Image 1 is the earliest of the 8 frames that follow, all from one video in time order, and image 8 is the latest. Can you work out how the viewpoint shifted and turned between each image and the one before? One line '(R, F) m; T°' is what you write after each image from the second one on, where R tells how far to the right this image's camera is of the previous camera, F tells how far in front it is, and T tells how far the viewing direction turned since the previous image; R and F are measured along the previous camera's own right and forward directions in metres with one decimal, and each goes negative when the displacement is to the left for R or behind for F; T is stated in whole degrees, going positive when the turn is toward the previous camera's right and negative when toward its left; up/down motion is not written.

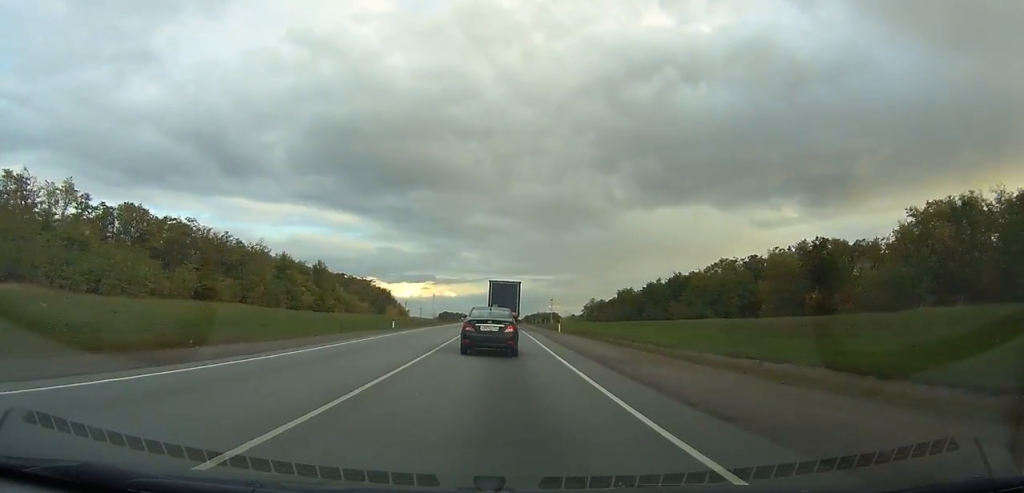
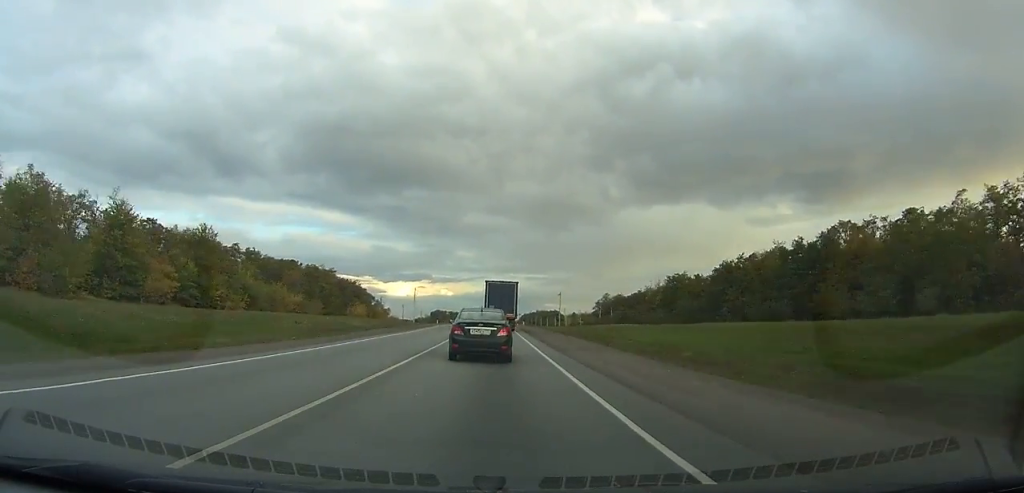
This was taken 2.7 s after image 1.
(-0.1, +48.5) m; 0°
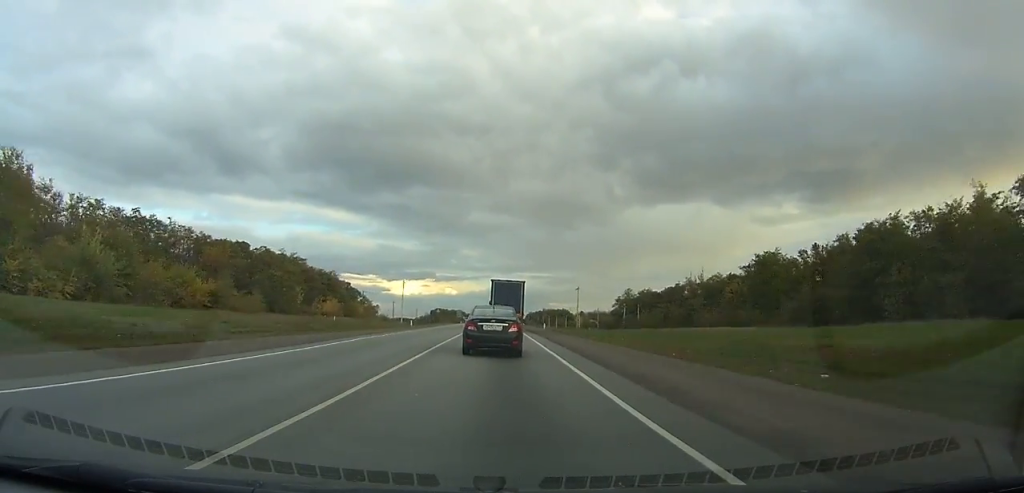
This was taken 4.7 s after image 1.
(0.0, +37.5) m; 0°
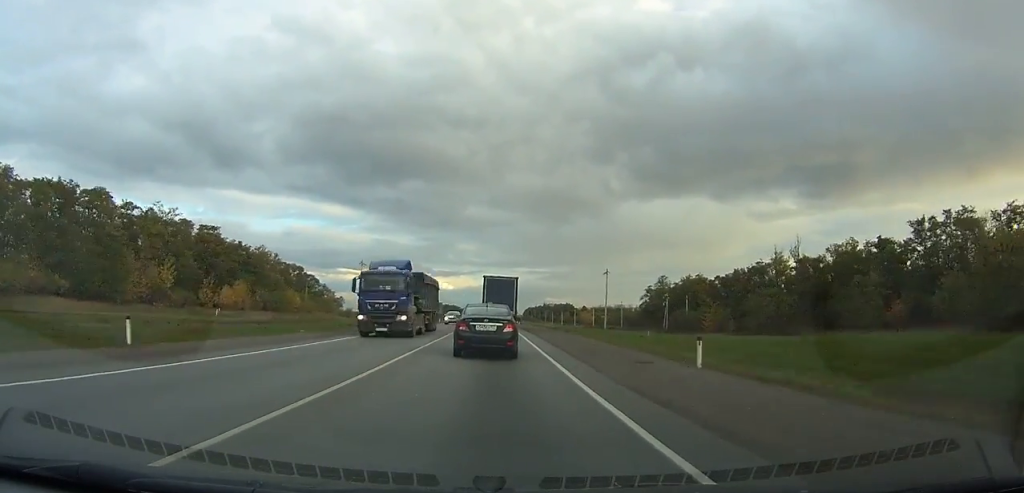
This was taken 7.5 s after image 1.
(-0.2, +53.0) m; 0°
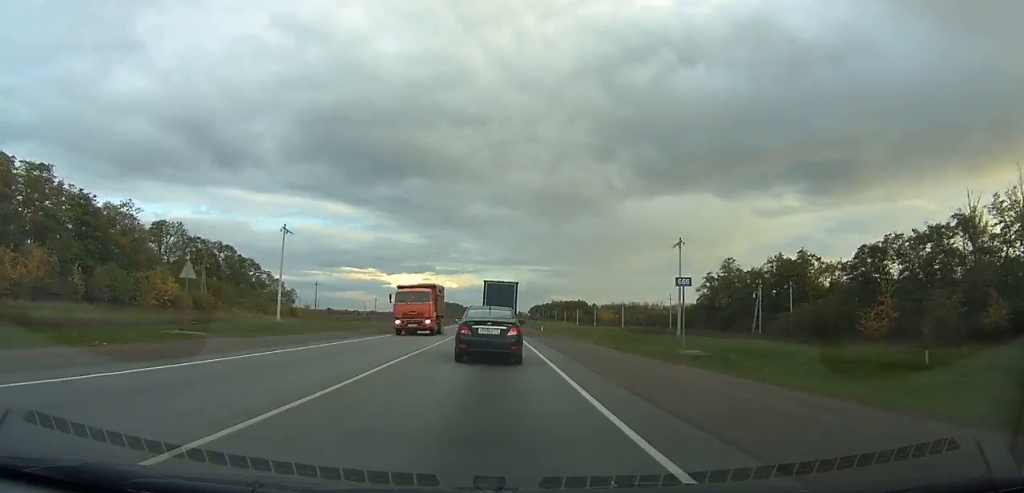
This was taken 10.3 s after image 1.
(-0.2, +52.3) m; 0°
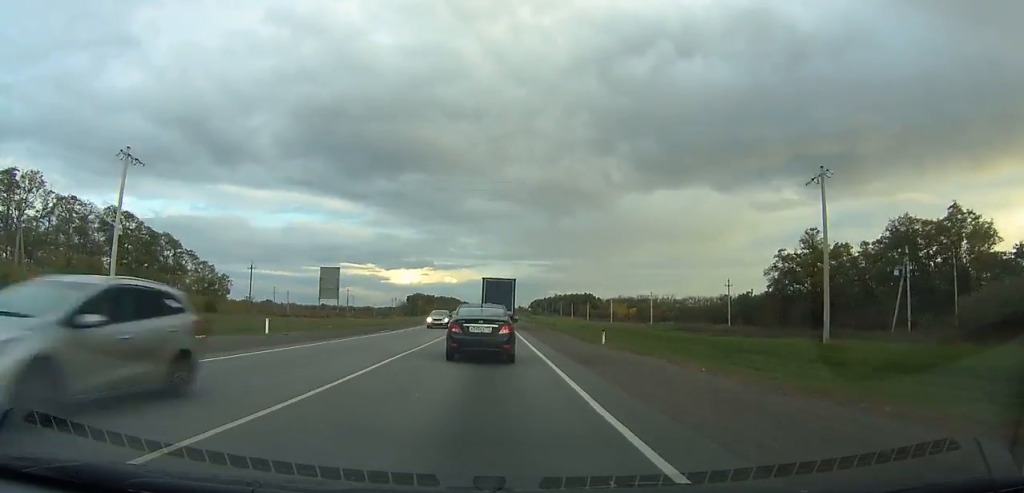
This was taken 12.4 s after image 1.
(+0.1, +38.9) m; 0°
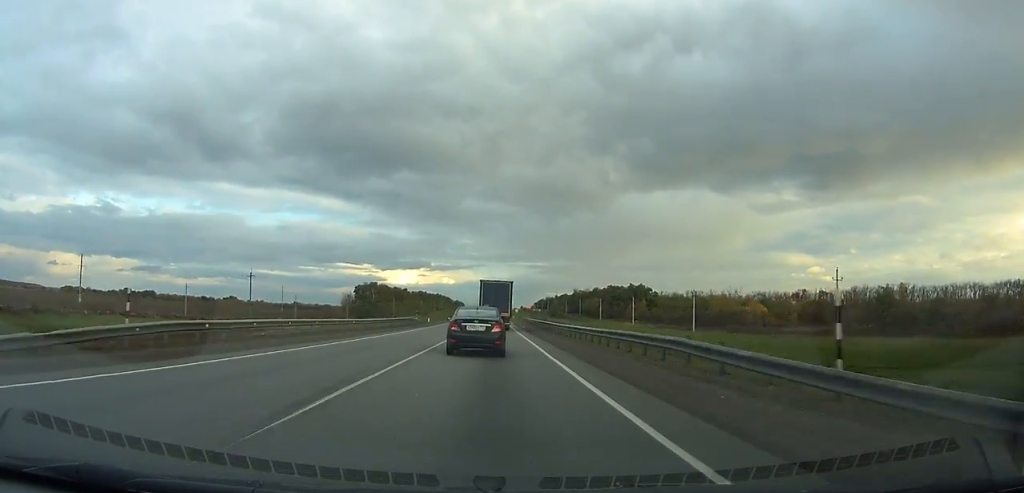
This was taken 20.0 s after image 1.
(-0.3, +143.6) m; 0°
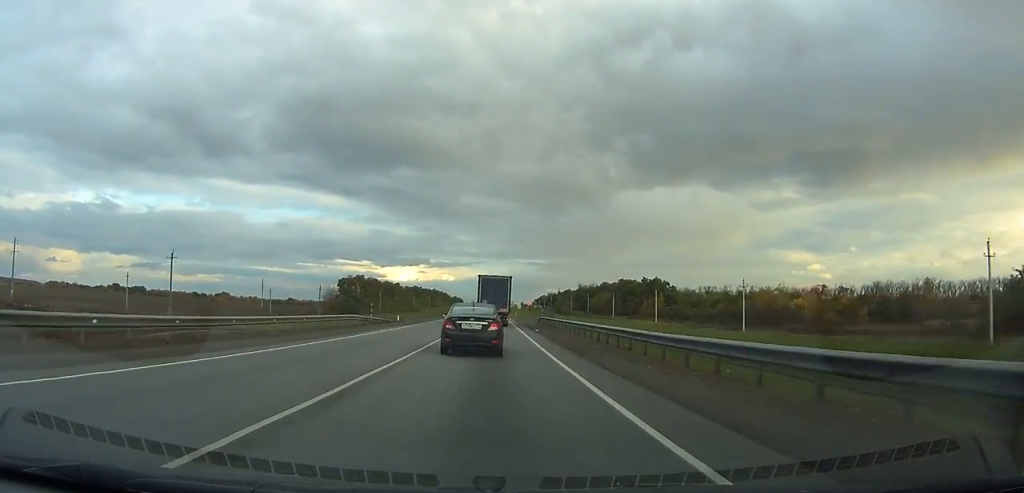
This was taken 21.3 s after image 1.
(0.0, +25.6) m; 0°
